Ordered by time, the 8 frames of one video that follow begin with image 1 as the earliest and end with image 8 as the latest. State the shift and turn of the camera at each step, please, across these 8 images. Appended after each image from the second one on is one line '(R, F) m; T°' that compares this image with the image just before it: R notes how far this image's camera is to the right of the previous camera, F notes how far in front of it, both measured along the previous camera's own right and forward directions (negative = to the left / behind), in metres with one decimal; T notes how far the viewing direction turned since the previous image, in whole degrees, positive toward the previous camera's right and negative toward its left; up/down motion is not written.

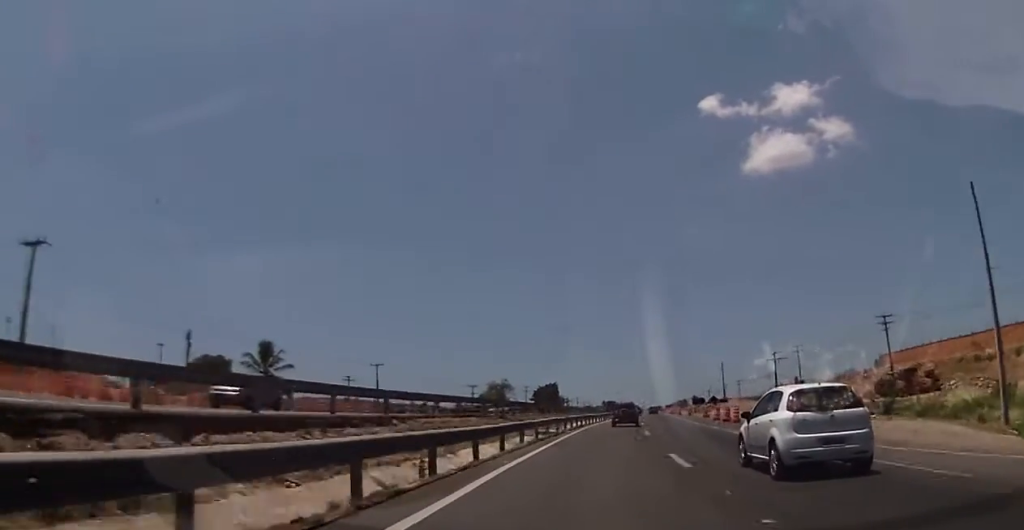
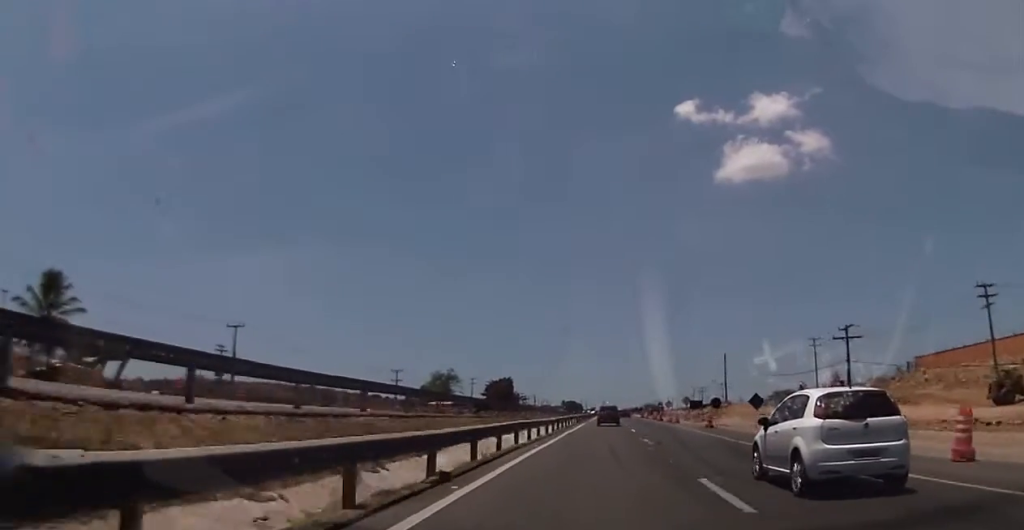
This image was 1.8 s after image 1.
(+0.9, +38.0) m; +3°
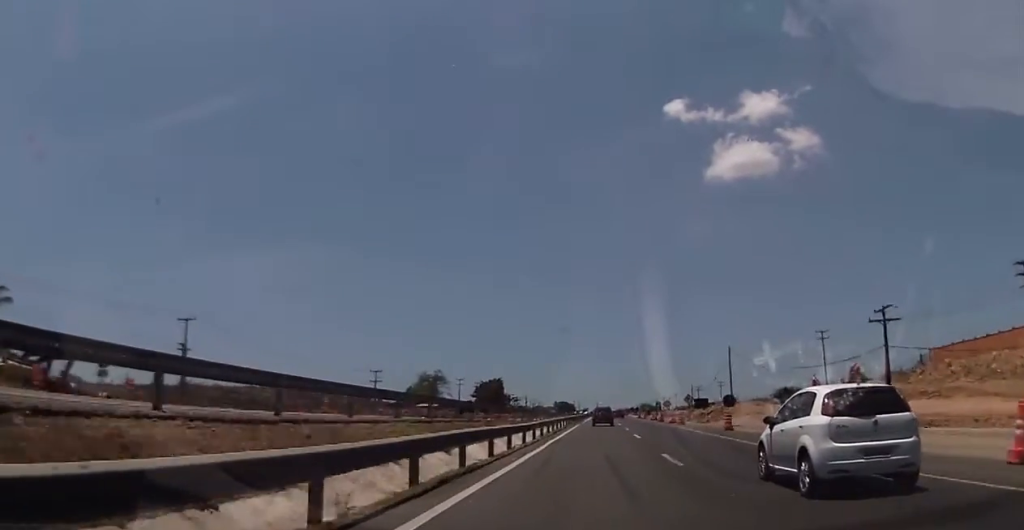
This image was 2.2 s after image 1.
(+0.1, +9.1) m; +1°
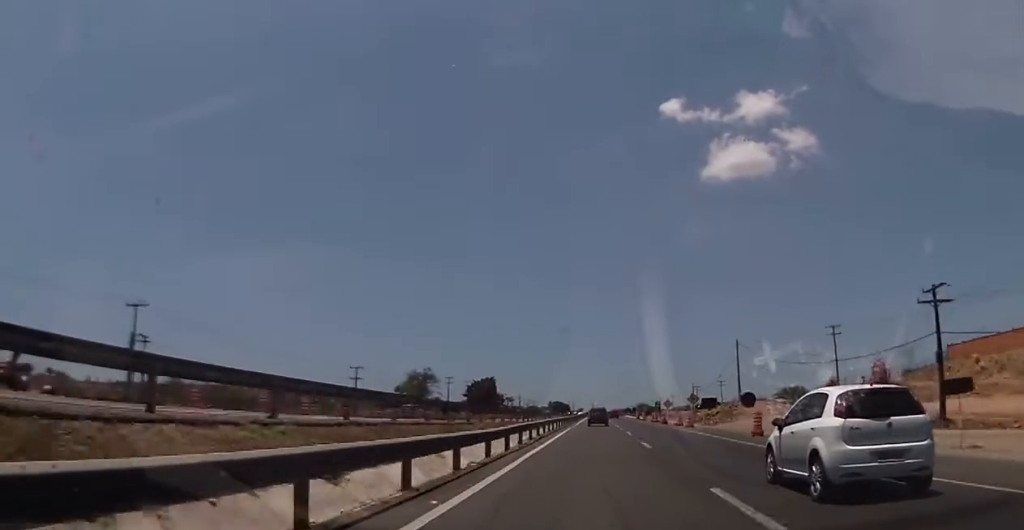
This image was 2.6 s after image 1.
(+0.4, +8.3) m; +1°
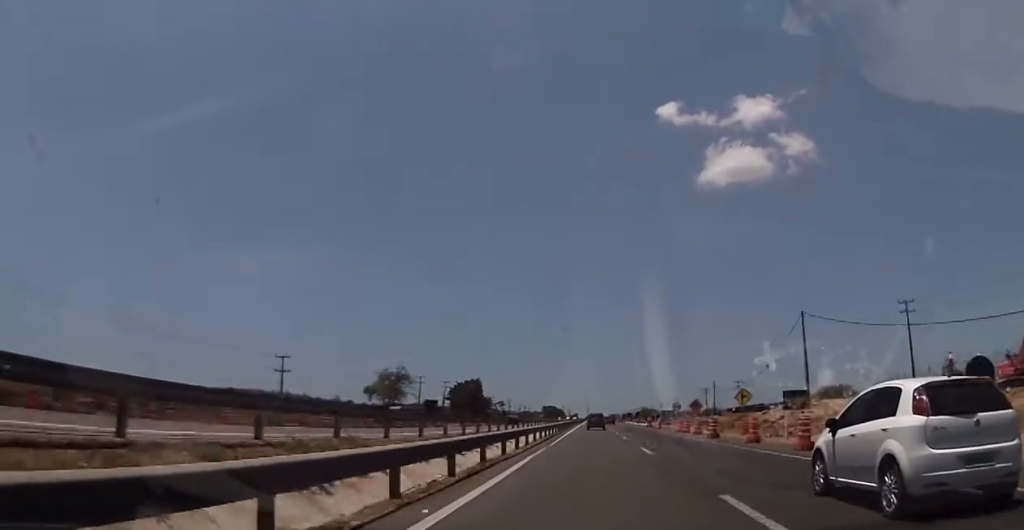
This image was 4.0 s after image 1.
(0.0, +29.0) m; +1°
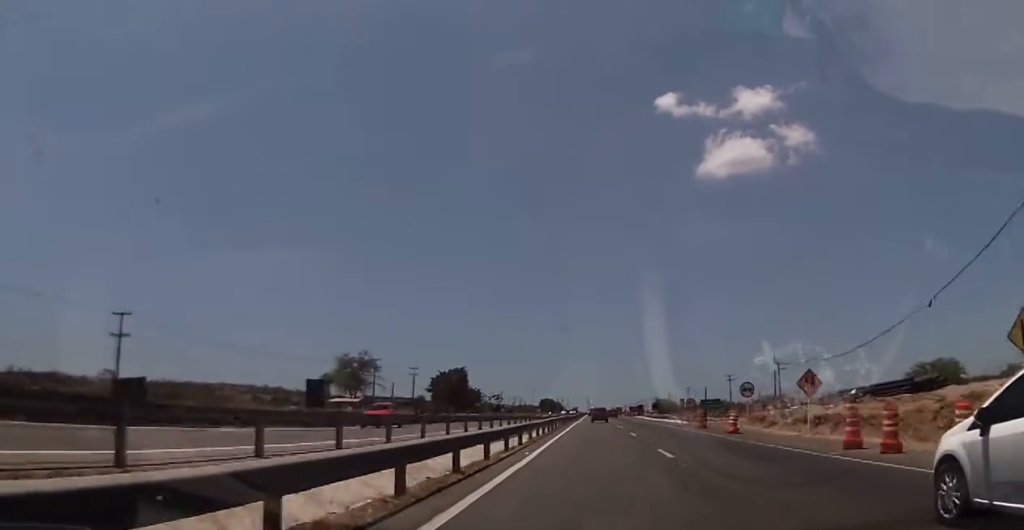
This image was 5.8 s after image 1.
(+1.0, +36.5) m; +2°
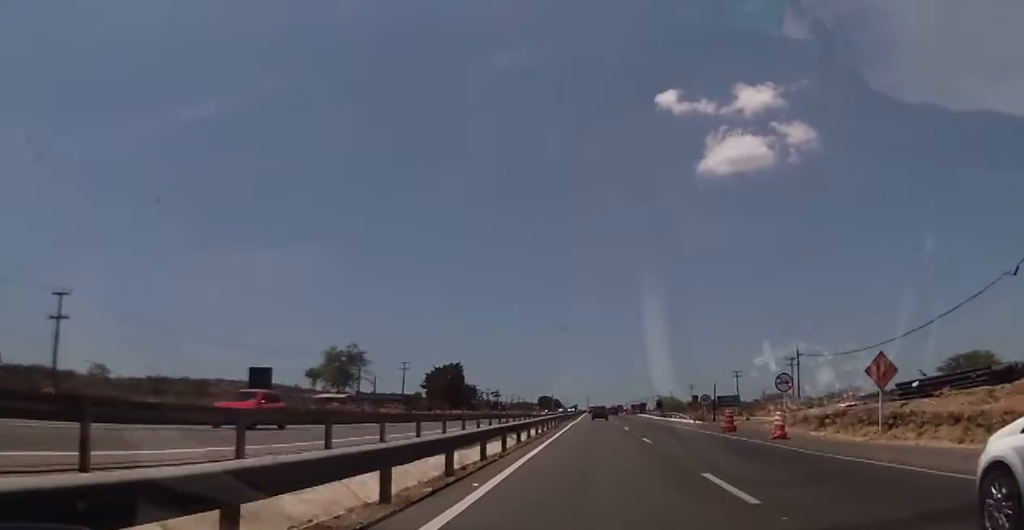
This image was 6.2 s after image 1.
(0.0, +8.9) m; 0°
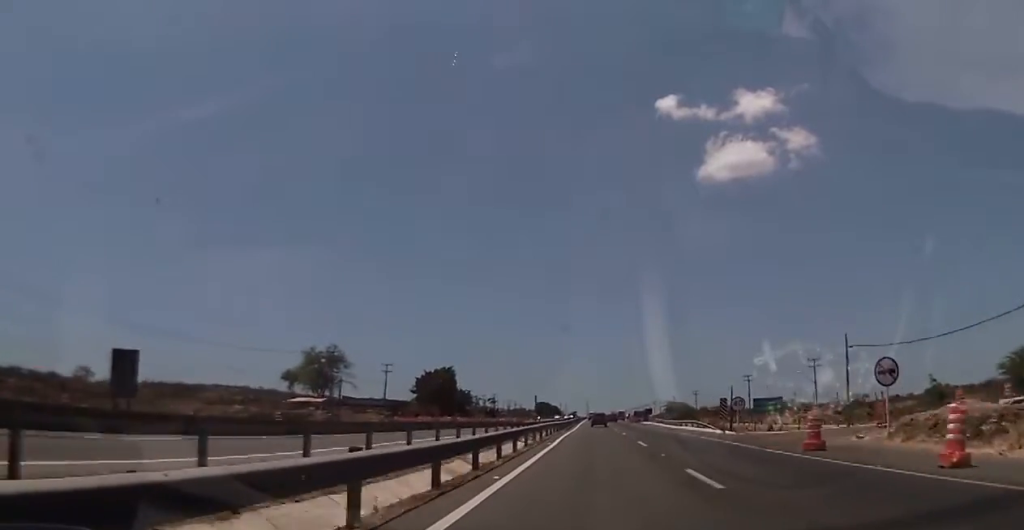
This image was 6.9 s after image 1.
(+0.1, +13.5) m; -1°
